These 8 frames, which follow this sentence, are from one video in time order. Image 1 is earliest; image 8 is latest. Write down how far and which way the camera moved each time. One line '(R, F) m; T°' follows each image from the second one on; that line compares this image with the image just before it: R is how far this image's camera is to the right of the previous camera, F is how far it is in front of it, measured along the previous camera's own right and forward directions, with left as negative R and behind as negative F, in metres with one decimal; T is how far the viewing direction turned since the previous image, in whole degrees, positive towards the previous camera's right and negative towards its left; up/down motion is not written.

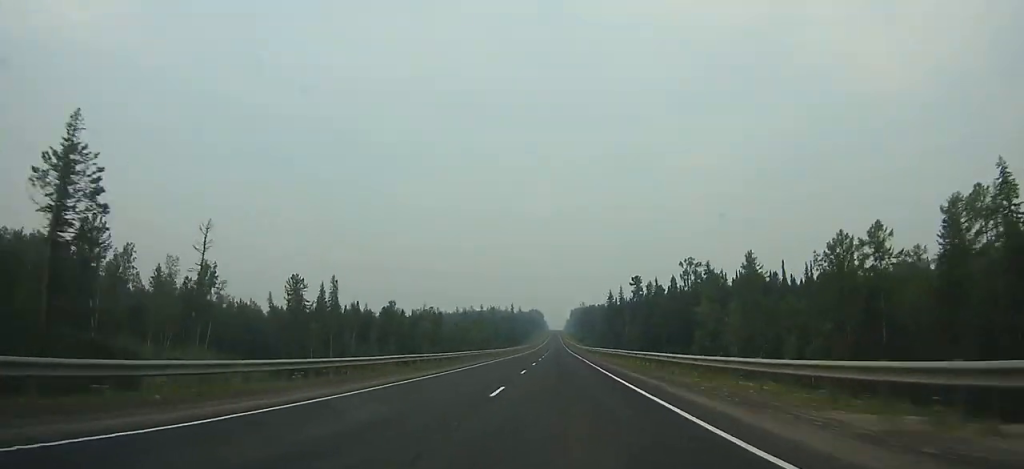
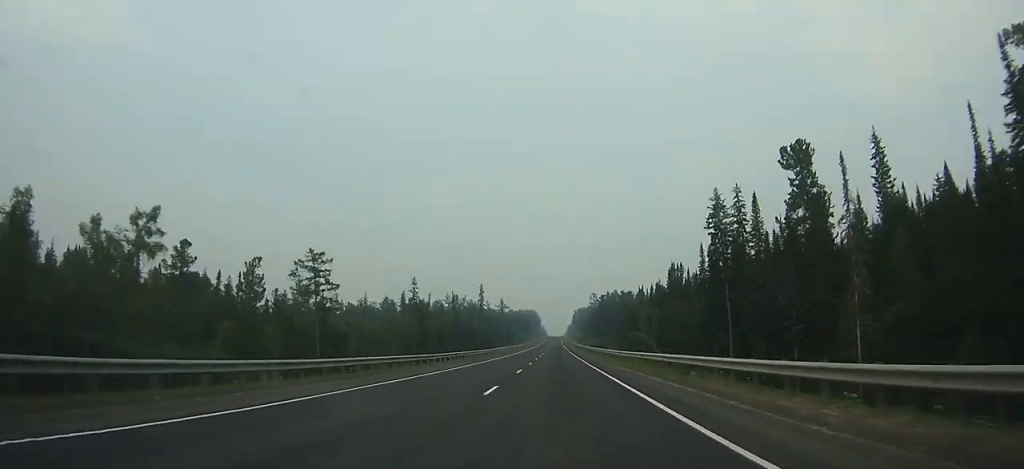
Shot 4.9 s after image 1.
(-0.6, +167.3) m; 0°
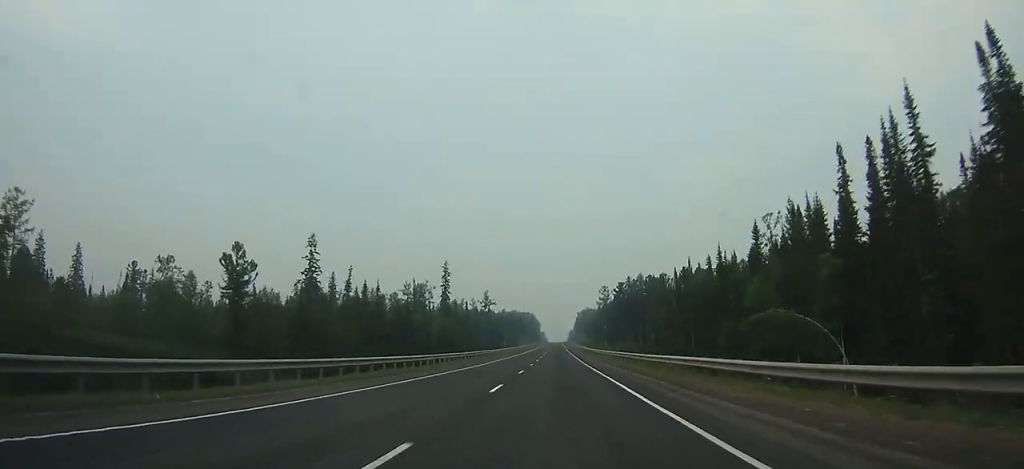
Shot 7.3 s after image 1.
(-0.1, +79.6) m; 0°
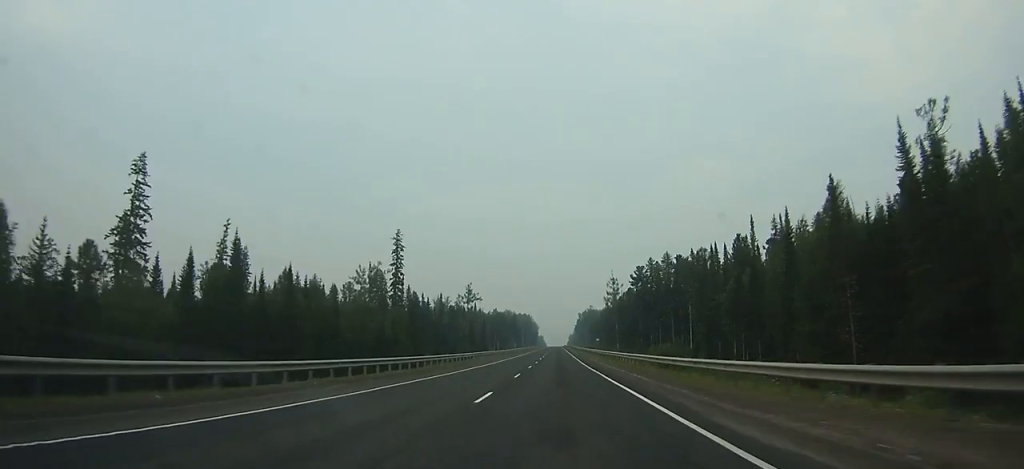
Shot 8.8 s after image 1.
(-0.1, +49.5) m; 0°
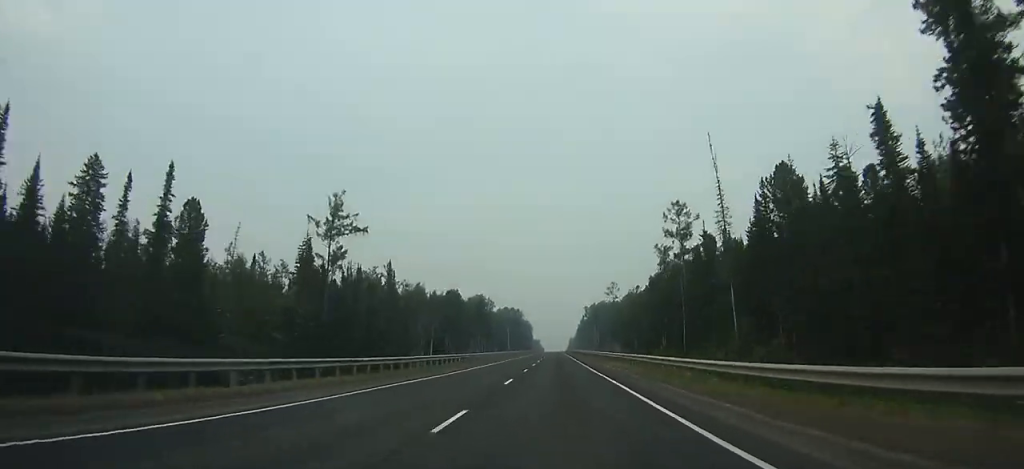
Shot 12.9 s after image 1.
(+0.1, +139.6) m; 0°
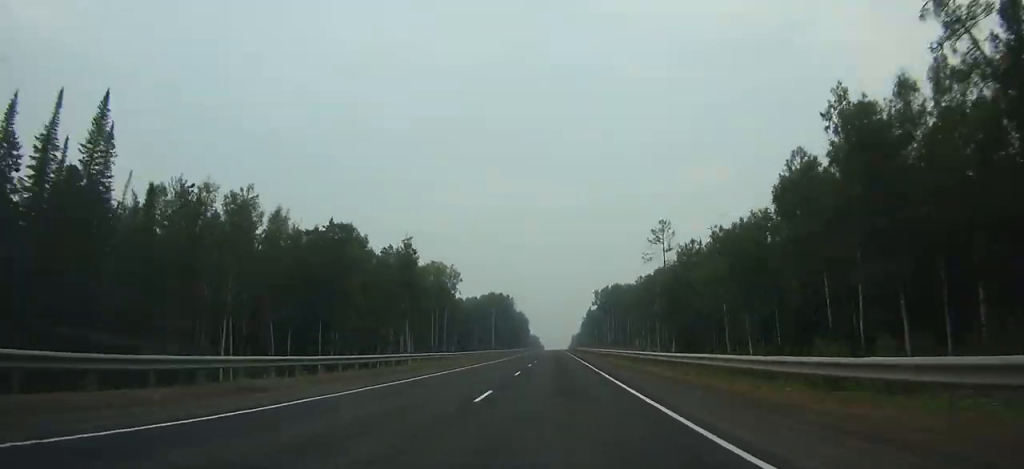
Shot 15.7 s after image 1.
(0.0, +92.5) m; 0°
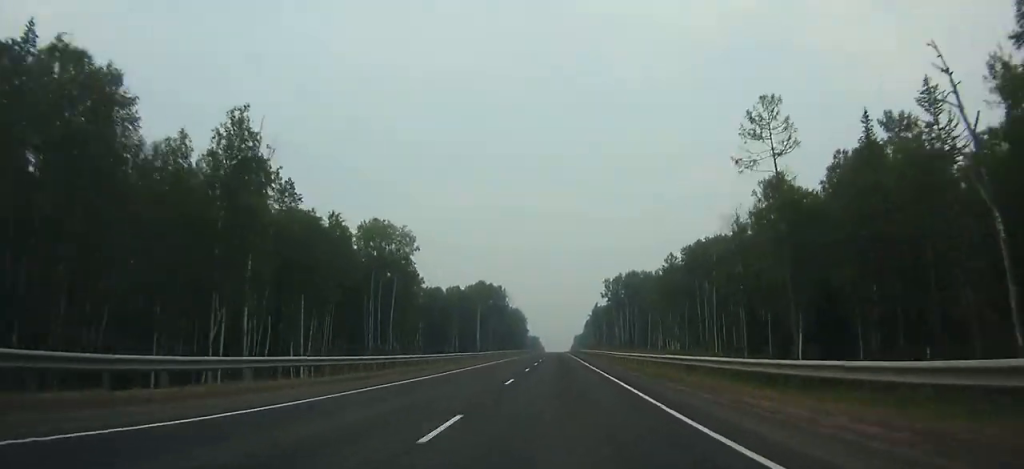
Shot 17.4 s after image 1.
(-0.1, +54.4) m; 0°
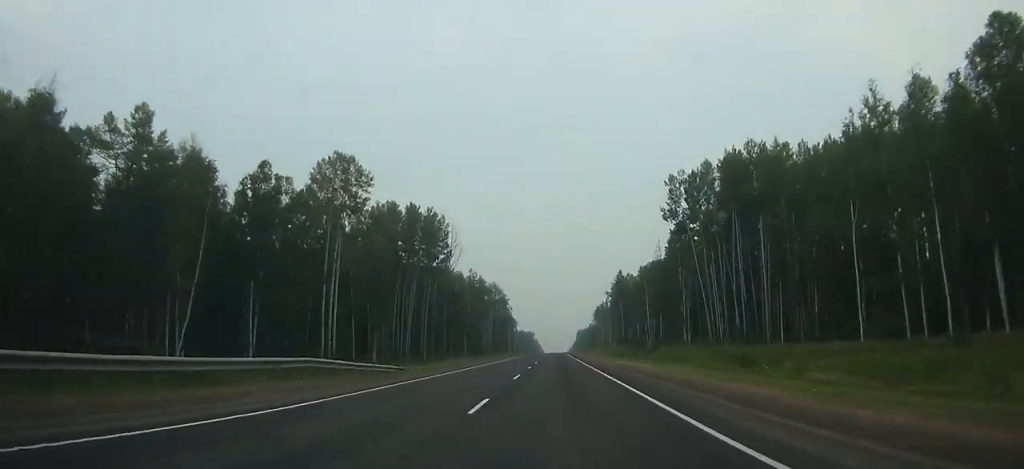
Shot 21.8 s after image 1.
(0.0, +134.9) m; 0°
